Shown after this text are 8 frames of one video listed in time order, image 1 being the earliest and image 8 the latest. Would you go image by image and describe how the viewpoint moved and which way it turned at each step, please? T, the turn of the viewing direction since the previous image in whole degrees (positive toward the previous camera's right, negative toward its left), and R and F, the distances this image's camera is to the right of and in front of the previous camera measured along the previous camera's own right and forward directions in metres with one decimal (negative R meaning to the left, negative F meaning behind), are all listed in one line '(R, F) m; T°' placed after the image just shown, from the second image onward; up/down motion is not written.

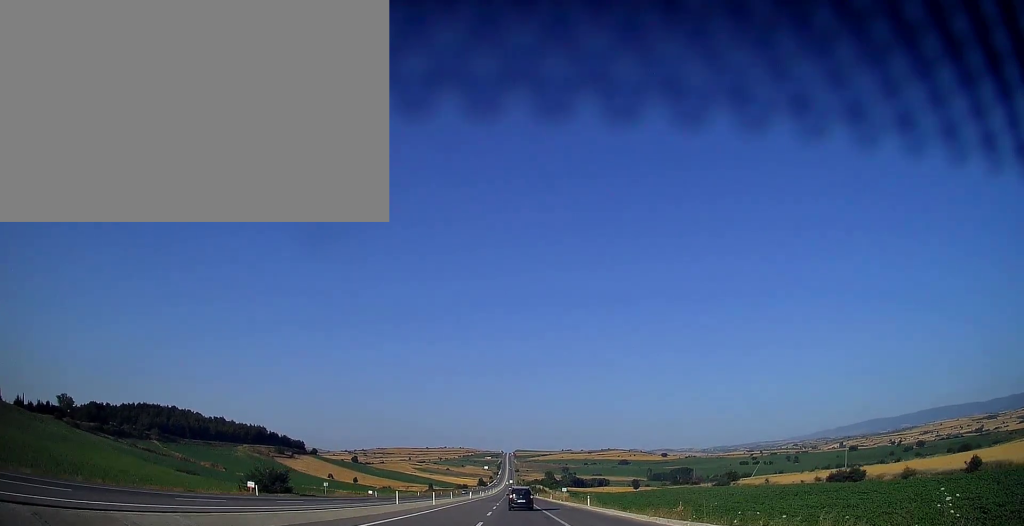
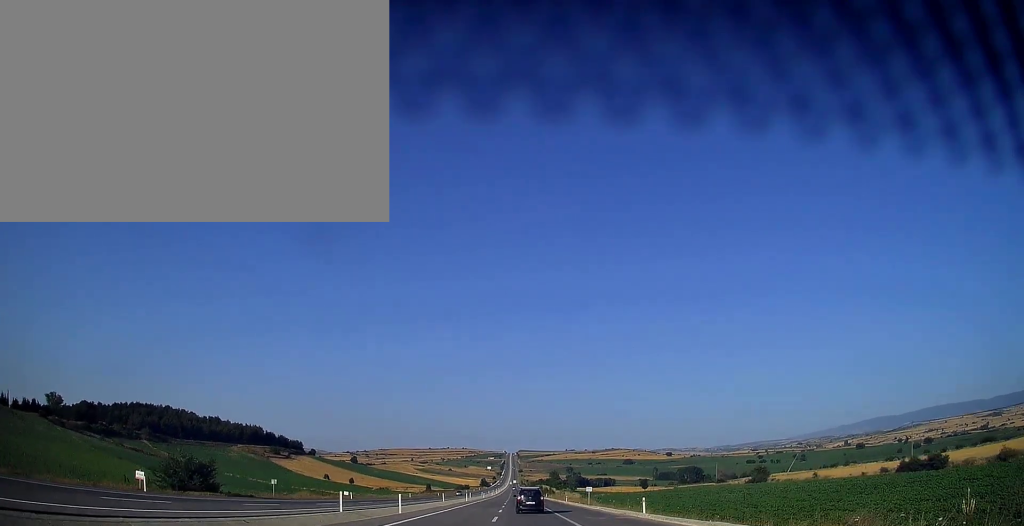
(0.0, +18.9) m; 0°
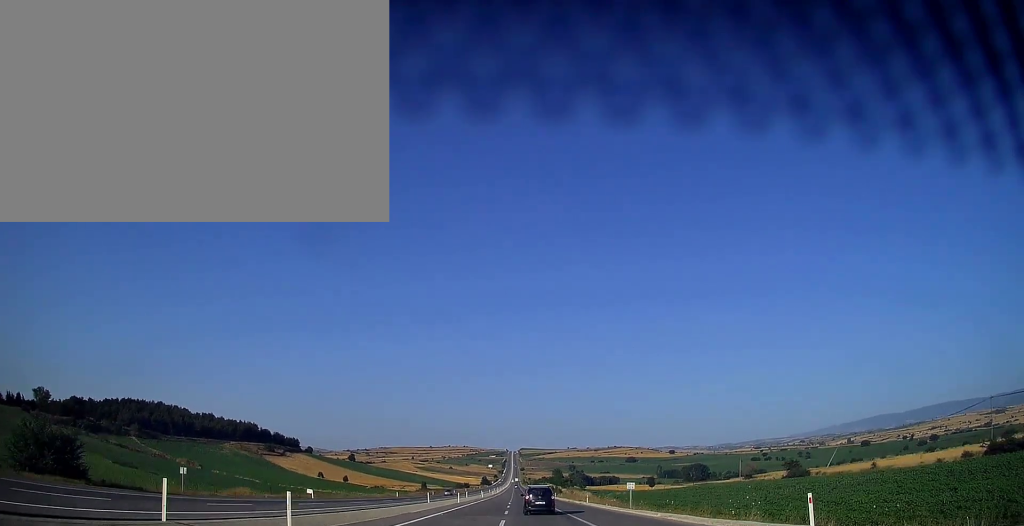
(-0.2, +17.8) m; 0°
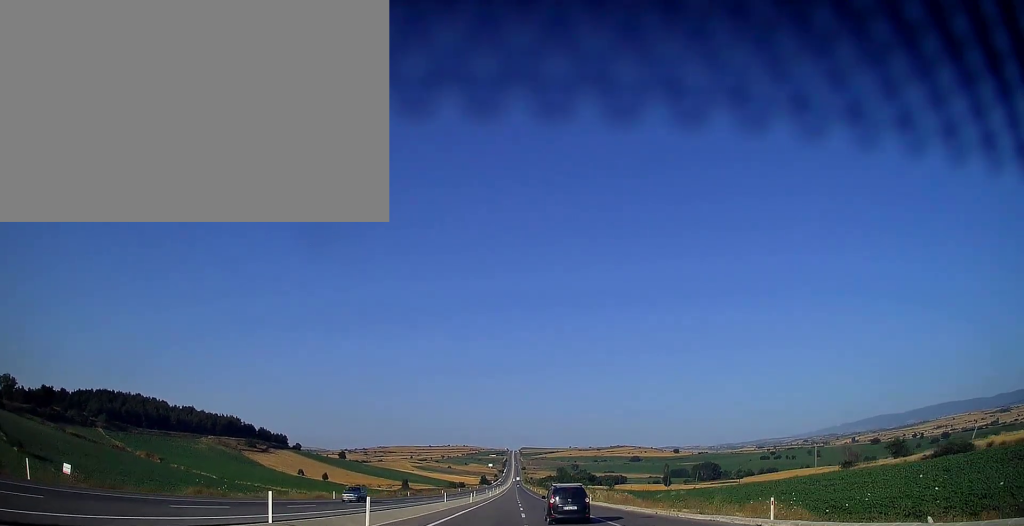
(+0.1, +41.7) m; 0°
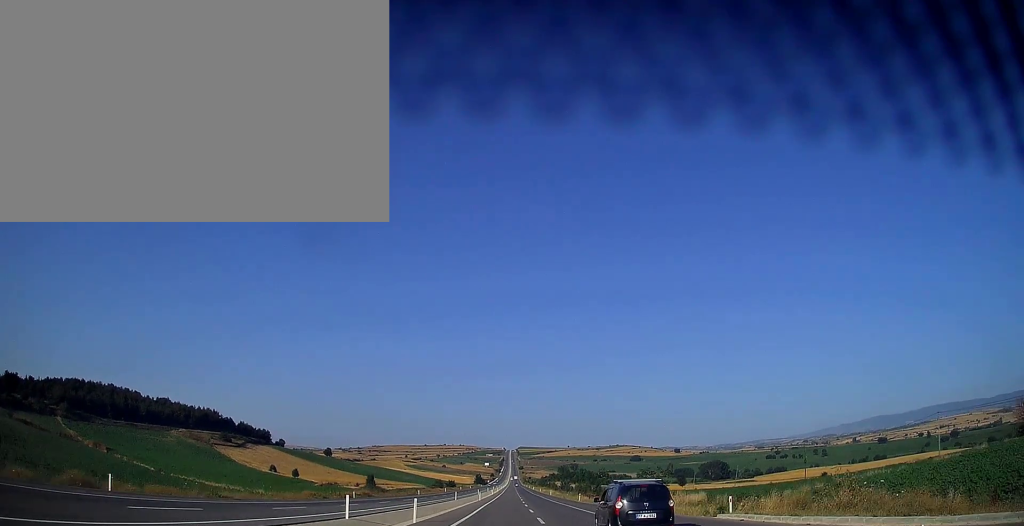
(+0.1, +42.8) m; 0°
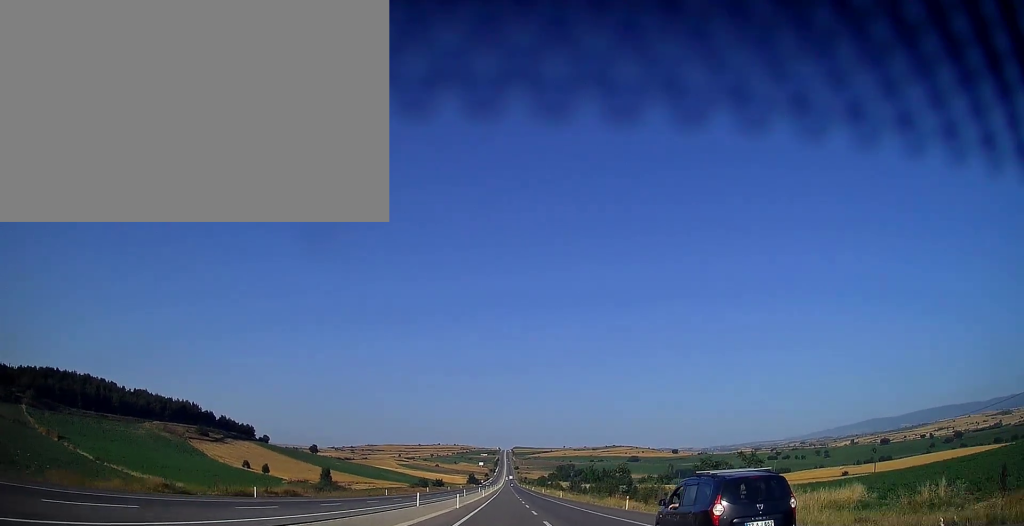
(+0.1, +29.0) m; +1°
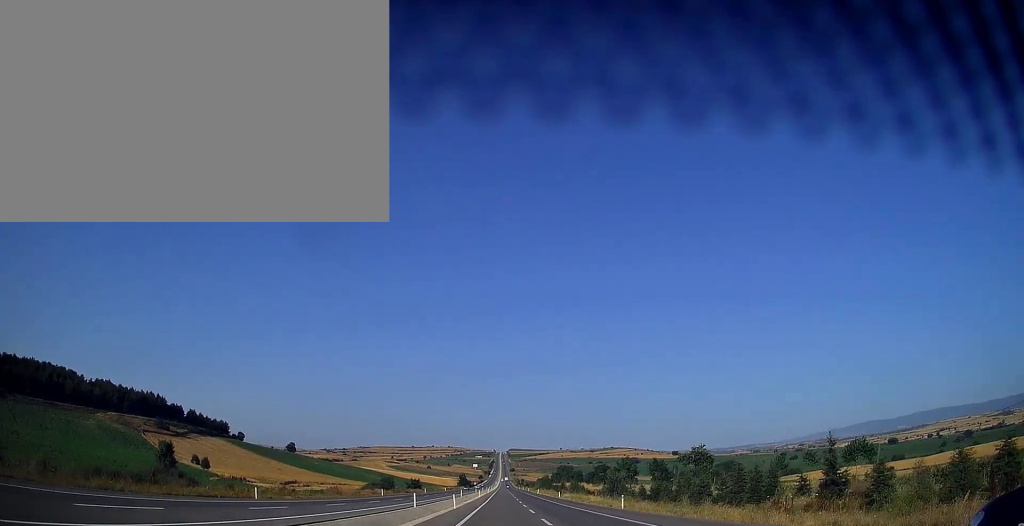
(+0.2, +49.0) m; 0°
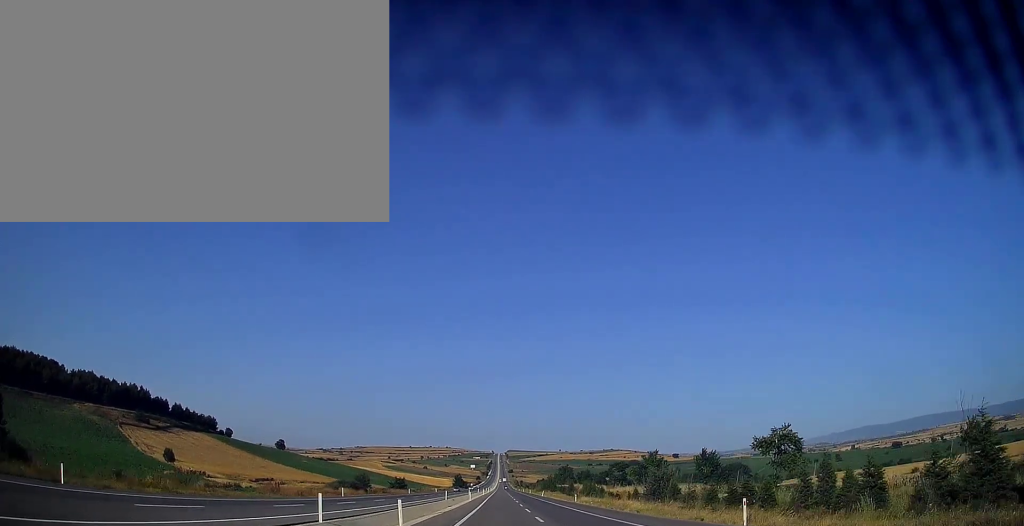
(-0.1, +22.0) m; 0°
